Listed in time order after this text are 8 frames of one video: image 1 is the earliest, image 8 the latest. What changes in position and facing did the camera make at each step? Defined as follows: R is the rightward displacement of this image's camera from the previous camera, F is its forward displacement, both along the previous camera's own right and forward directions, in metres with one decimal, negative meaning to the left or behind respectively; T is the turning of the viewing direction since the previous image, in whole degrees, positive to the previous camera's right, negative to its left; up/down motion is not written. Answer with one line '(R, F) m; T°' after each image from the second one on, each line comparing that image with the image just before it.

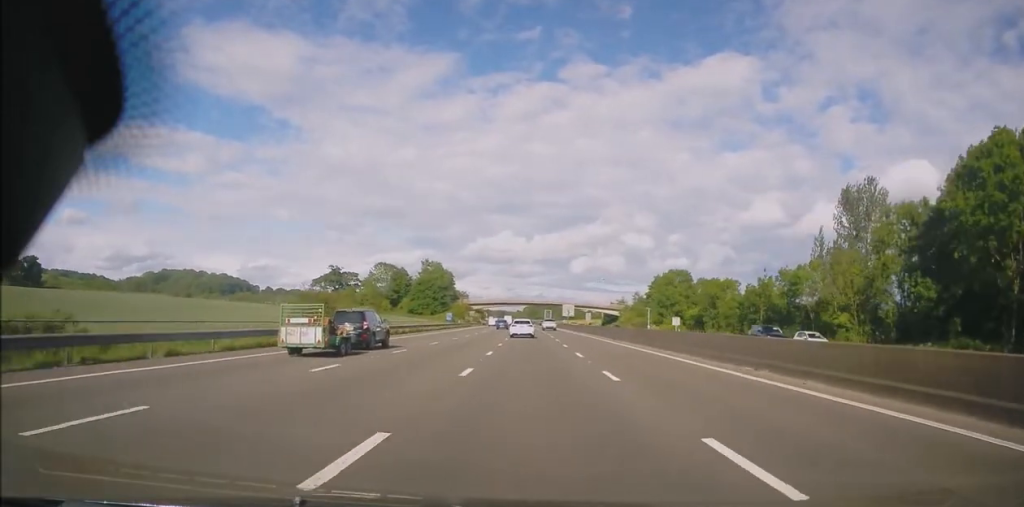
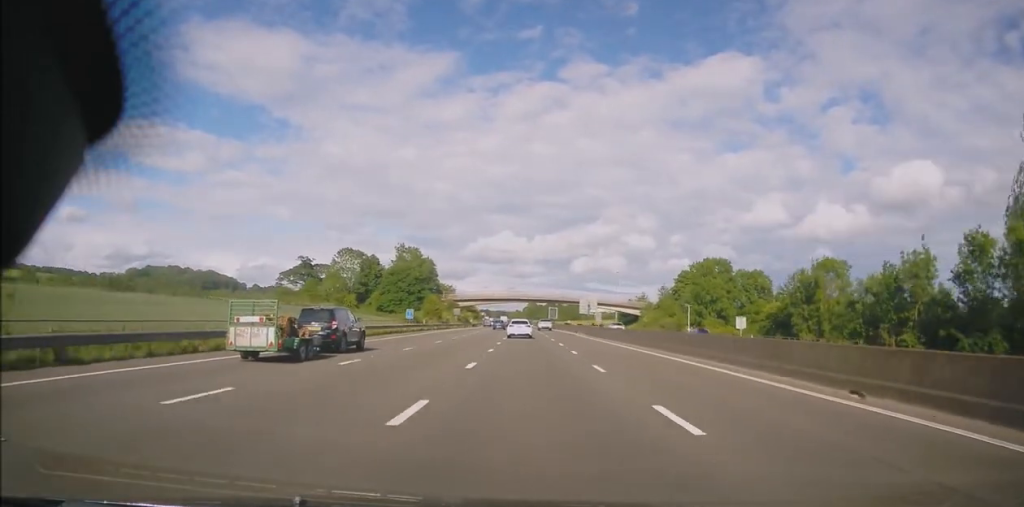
(-0.2, +33.0) m; -1°
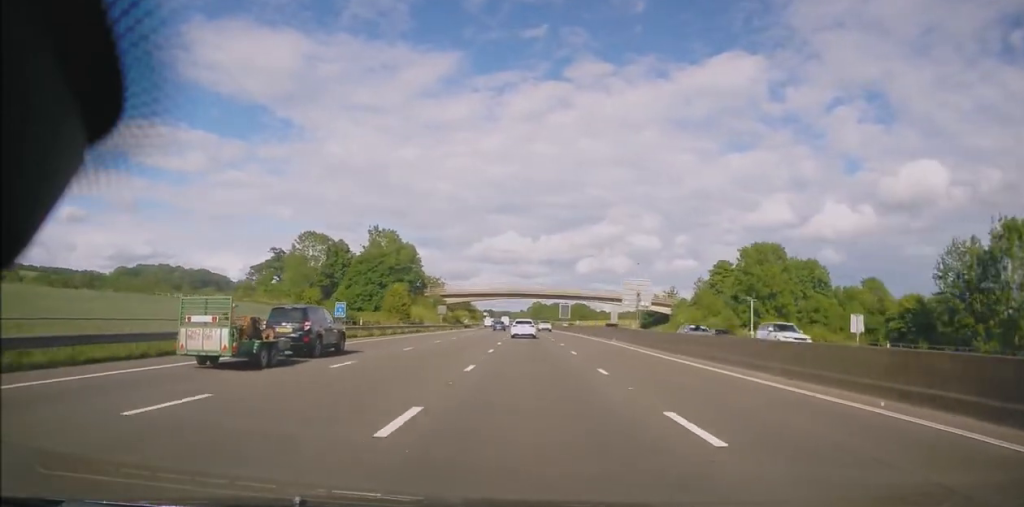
(-0.2, +26.9) m; 0°
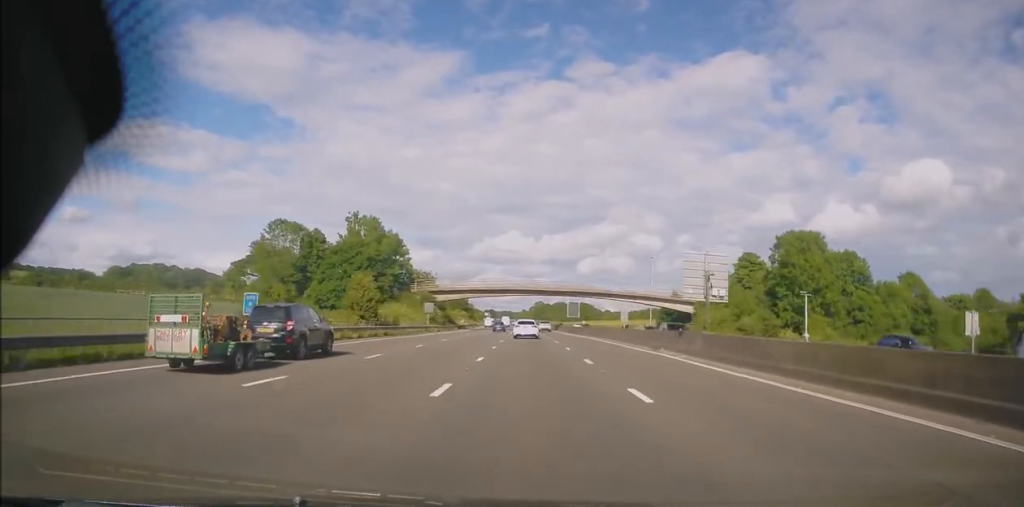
(+0.2, +14.5) m; 0°
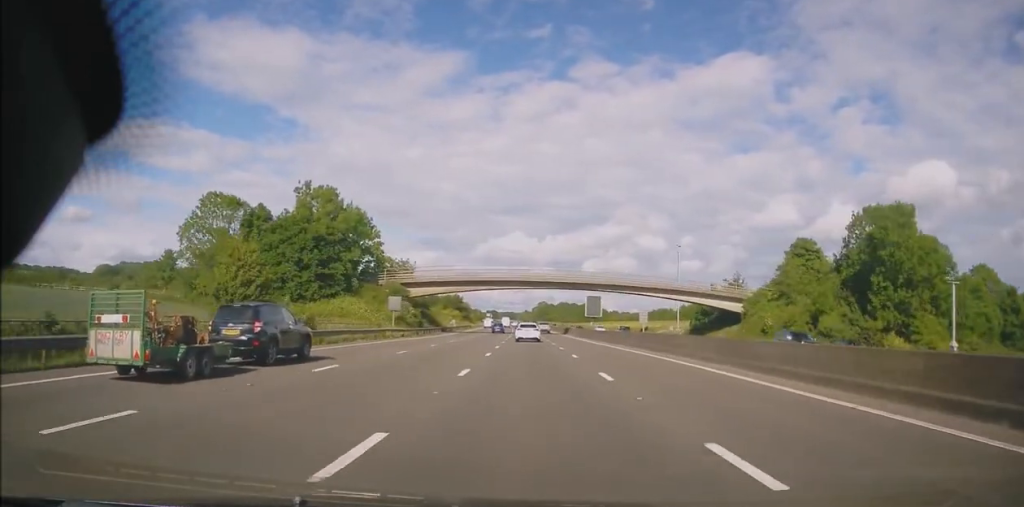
(+0.1, +22.8) m; 0°
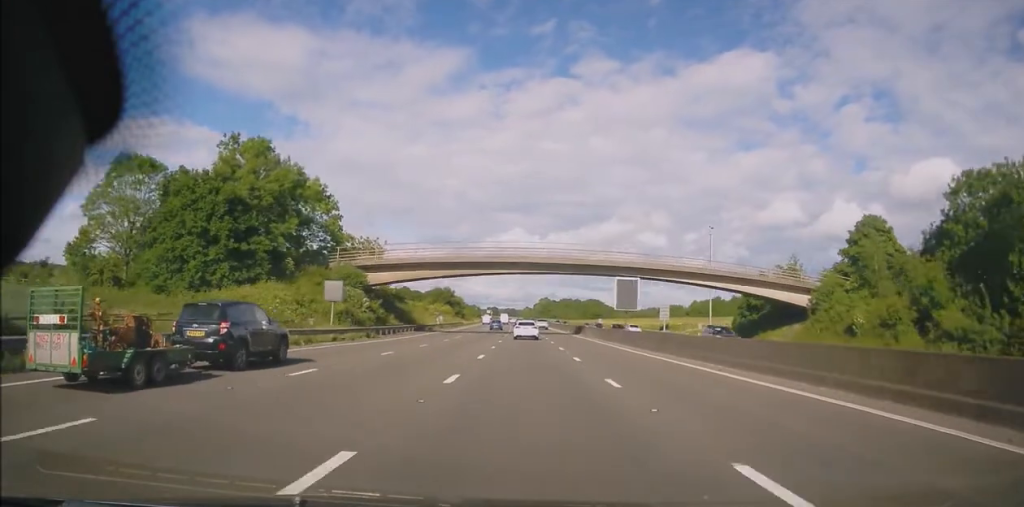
(+0.1, +19.7) m; -1°
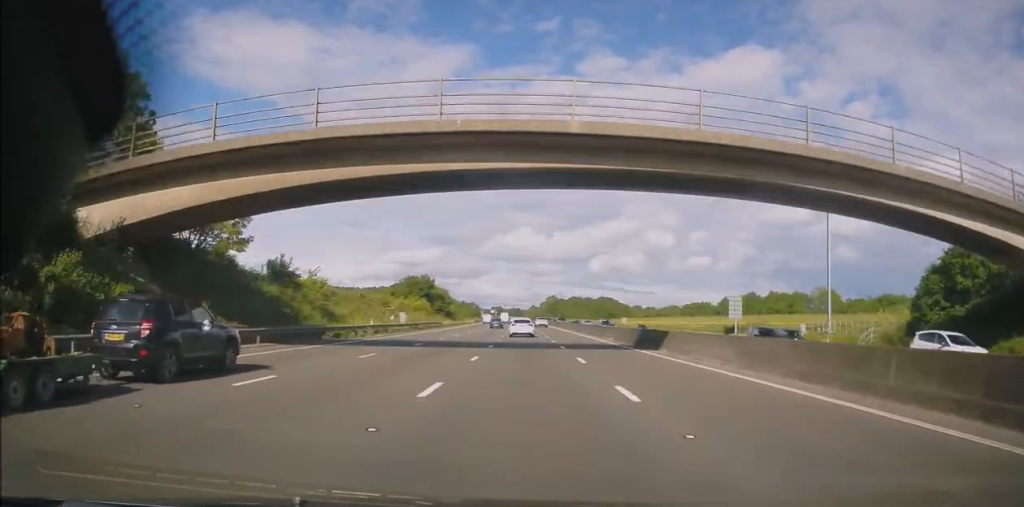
(-0.5, +37.1) m; -1°
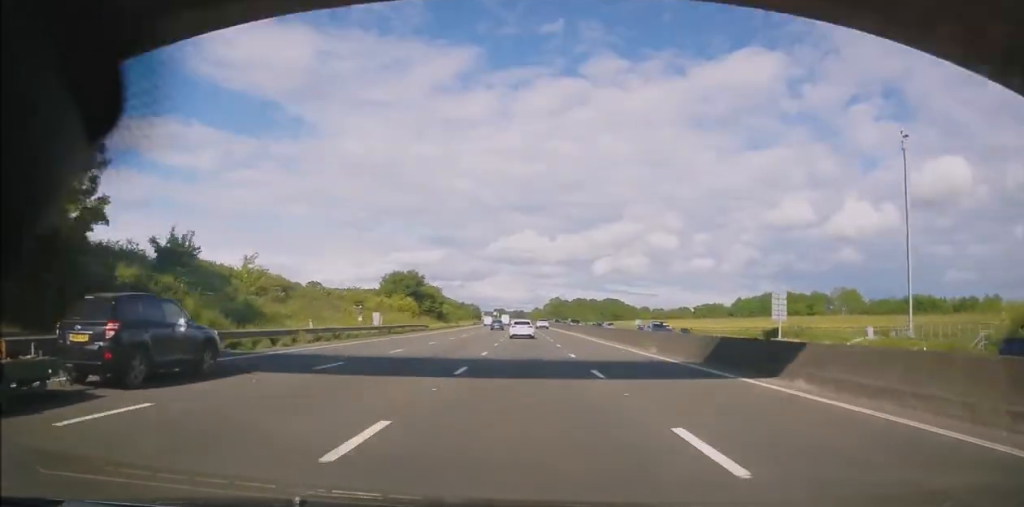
(0.0, +13.3) m; 0°
